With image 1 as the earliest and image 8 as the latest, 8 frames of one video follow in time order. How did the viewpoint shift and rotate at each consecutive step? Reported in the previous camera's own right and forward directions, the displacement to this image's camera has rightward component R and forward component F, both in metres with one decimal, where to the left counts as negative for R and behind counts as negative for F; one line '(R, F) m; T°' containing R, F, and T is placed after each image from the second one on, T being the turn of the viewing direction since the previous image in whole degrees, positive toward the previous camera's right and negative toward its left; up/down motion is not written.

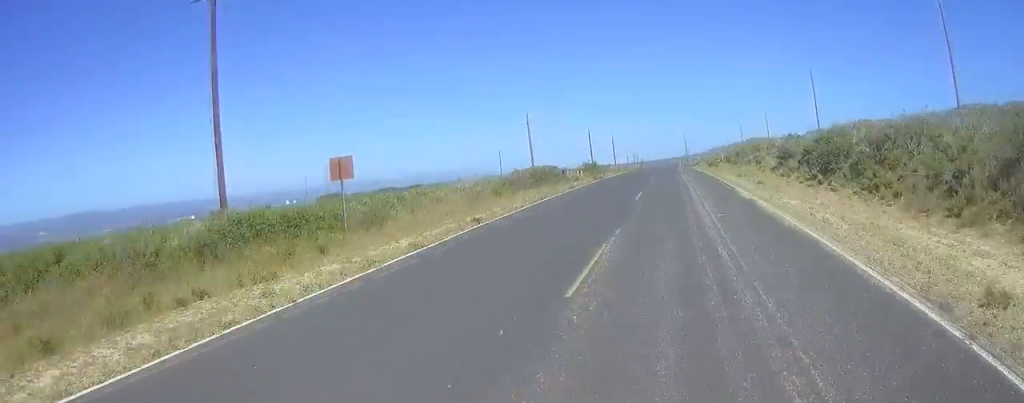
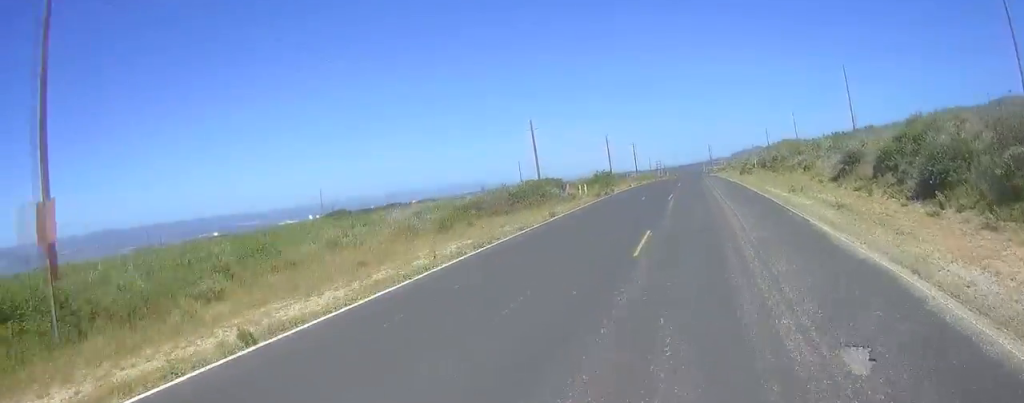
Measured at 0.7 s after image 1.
(0.0, +10.7) m; 0°
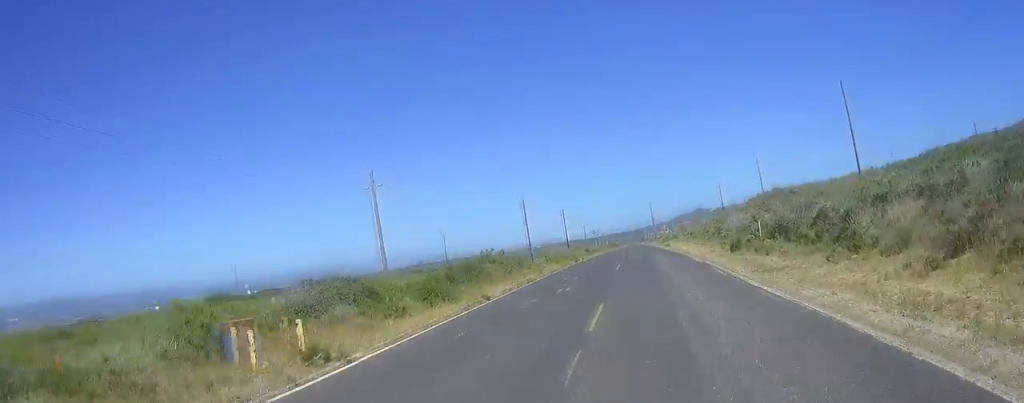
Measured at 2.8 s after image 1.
(-0.2, +29.5) m; -1°
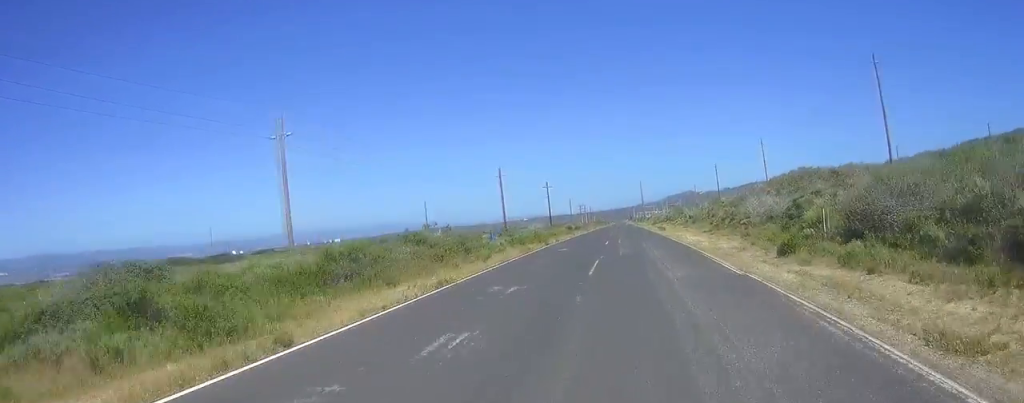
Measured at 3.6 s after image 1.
(+0.1, +12.4) m; 0°
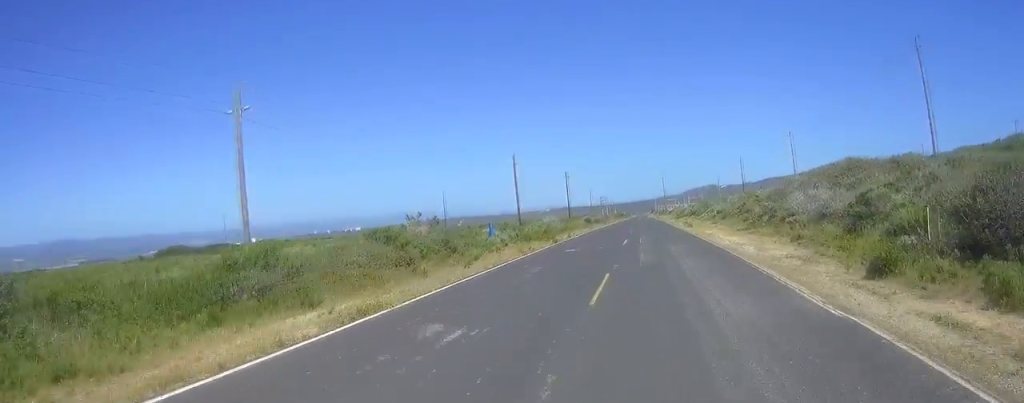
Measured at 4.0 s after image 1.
(-0.1, +6.4) m; 0°
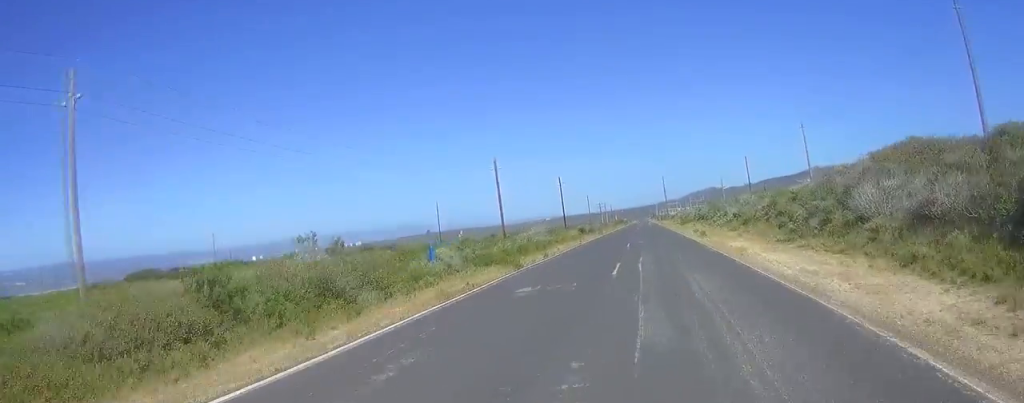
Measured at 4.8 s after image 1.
(0.0, +10.9) m; 0°
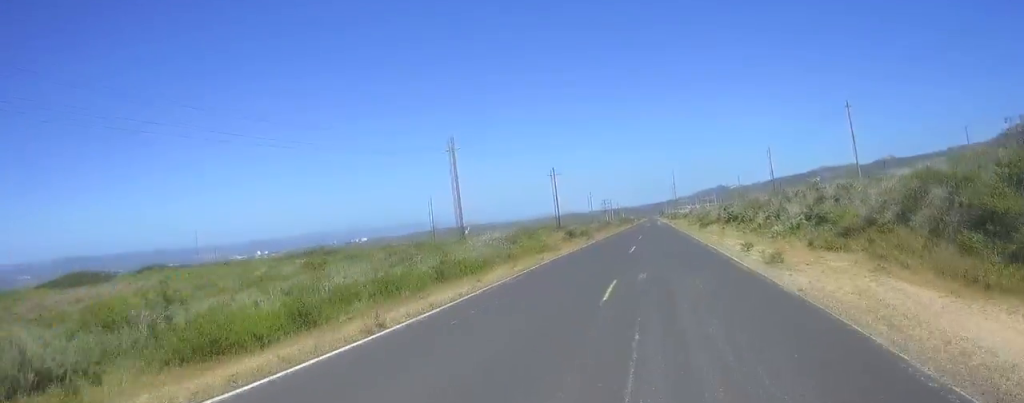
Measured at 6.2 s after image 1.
(+0.1, +21.6) m; 0°
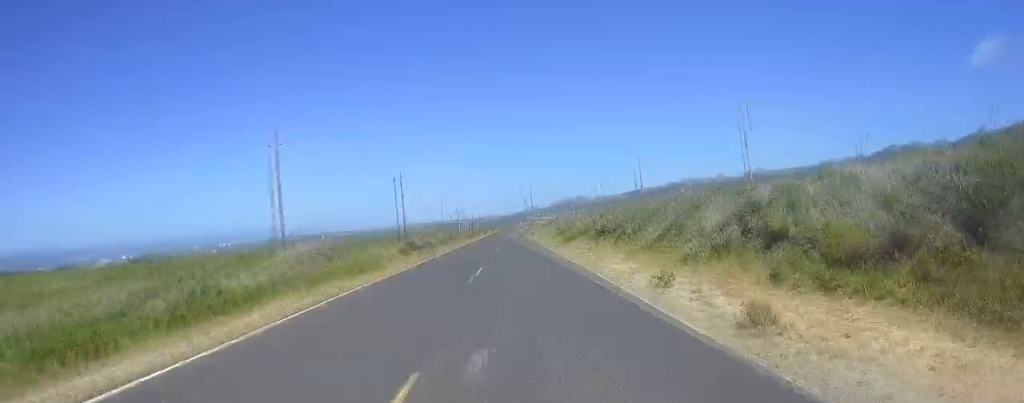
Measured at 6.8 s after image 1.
(-0.1, +9.8) m; 0°
